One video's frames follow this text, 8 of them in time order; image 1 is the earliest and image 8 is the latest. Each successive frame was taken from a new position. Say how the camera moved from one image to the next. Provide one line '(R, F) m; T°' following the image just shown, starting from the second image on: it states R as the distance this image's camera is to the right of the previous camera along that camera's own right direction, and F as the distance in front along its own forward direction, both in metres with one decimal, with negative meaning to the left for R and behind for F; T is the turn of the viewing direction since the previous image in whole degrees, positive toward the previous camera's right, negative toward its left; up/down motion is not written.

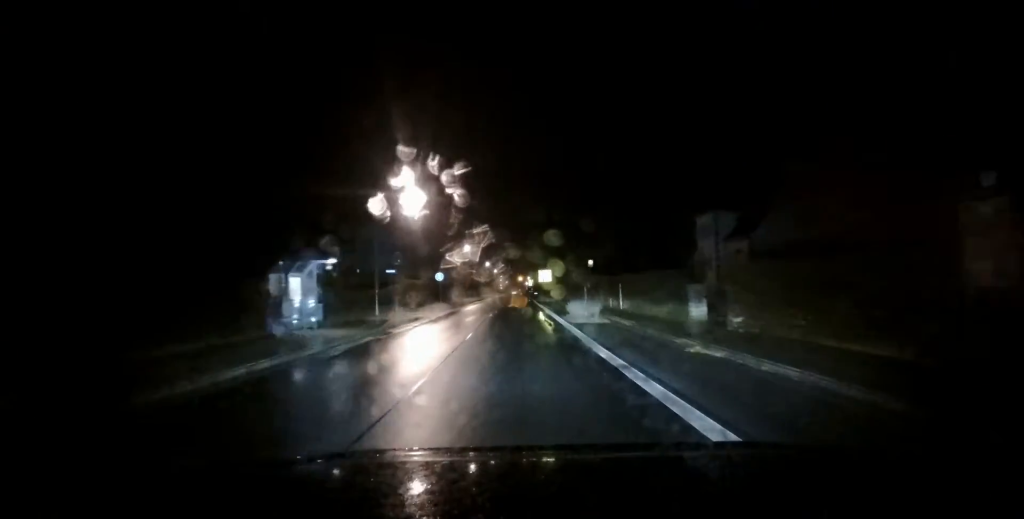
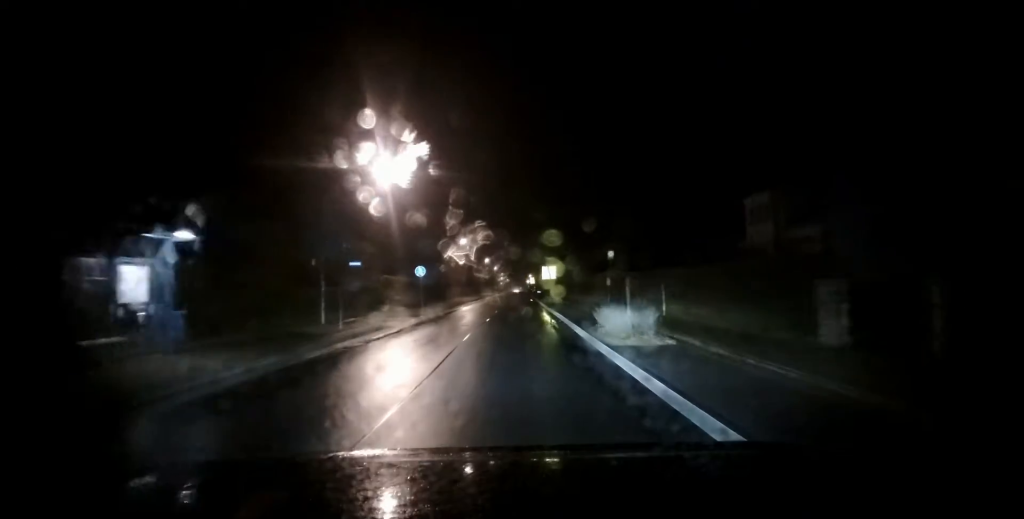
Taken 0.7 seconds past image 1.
(-0.1, +9.1) m; -1°
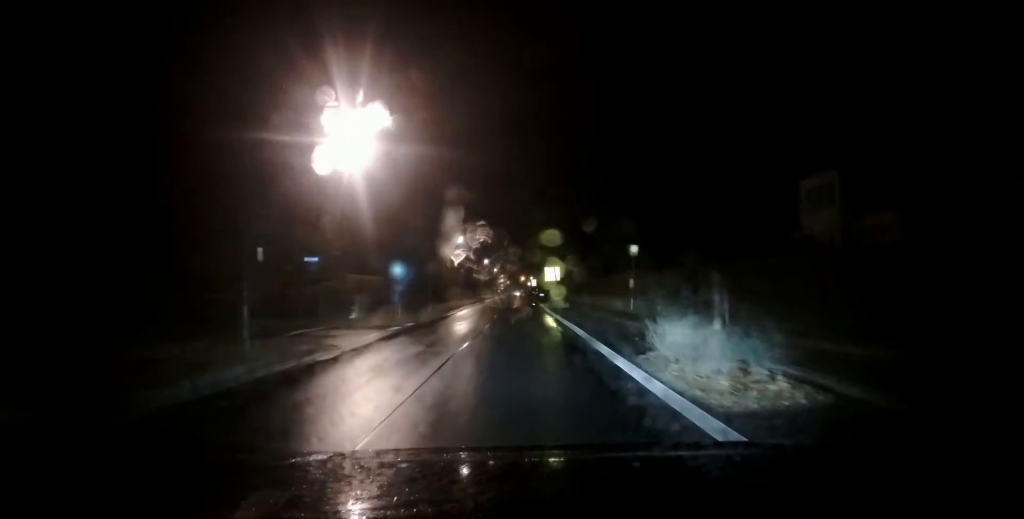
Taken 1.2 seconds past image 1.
(-0.1, +6.9) m; 0°
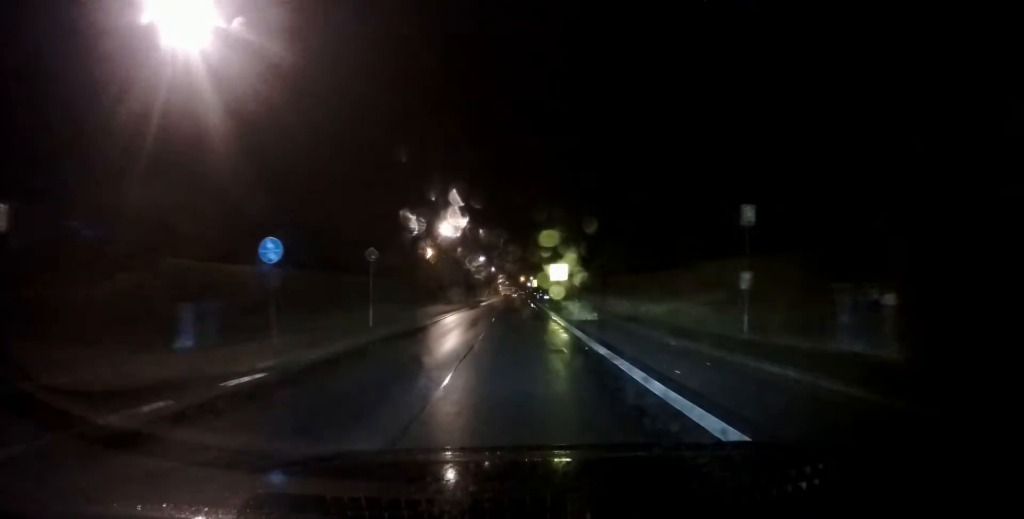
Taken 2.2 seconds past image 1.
(0.0, +14.5) m; 0°
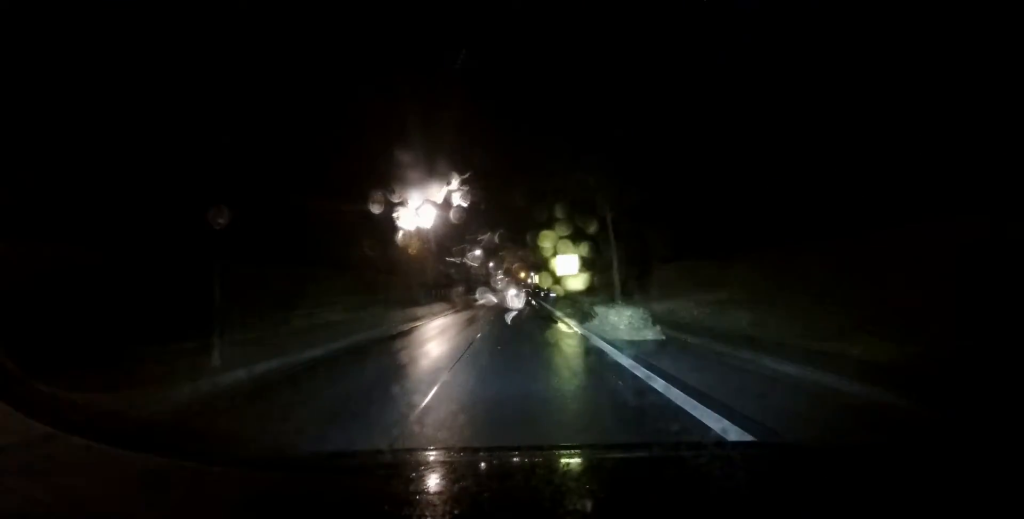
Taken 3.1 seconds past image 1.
(0.0, +11.7) m; 0°
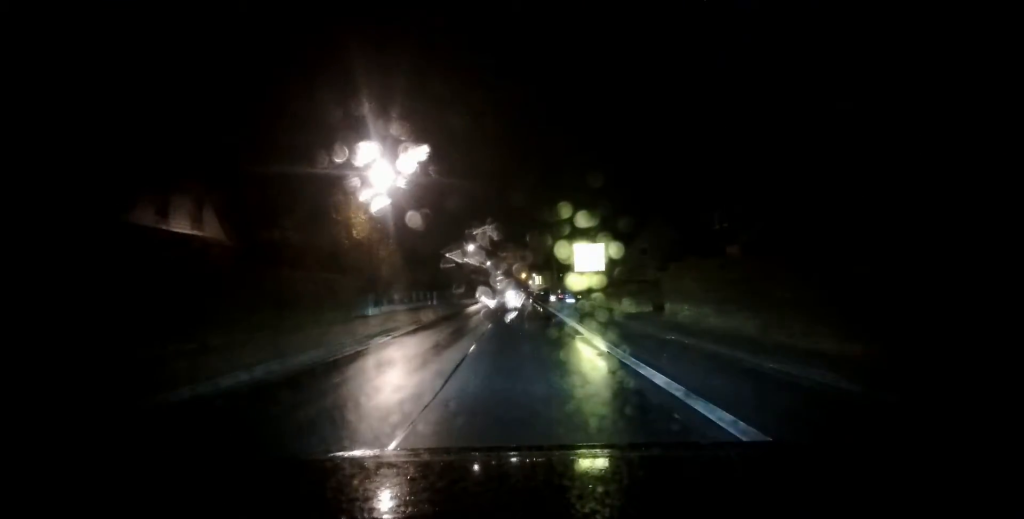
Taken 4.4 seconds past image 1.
(+0.1, +17.5) m; 0°
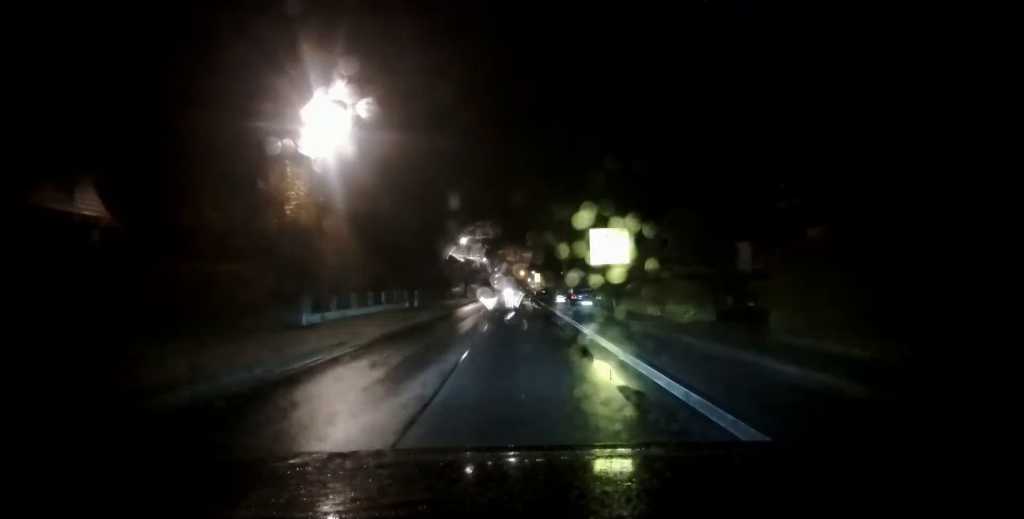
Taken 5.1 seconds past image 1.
(-0.1, +9.8) m; 0°
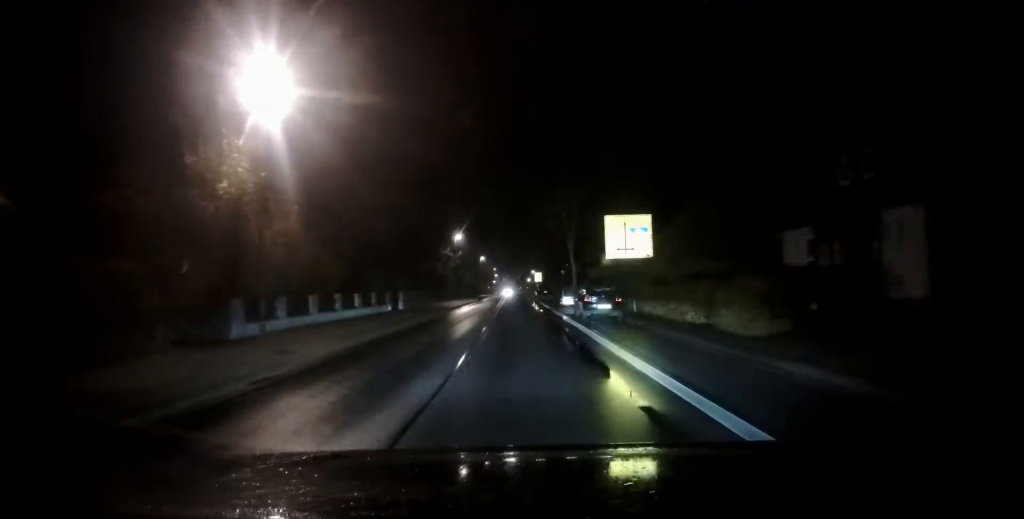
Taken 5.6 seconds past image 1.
(0.0, +5.8) m; 0°
